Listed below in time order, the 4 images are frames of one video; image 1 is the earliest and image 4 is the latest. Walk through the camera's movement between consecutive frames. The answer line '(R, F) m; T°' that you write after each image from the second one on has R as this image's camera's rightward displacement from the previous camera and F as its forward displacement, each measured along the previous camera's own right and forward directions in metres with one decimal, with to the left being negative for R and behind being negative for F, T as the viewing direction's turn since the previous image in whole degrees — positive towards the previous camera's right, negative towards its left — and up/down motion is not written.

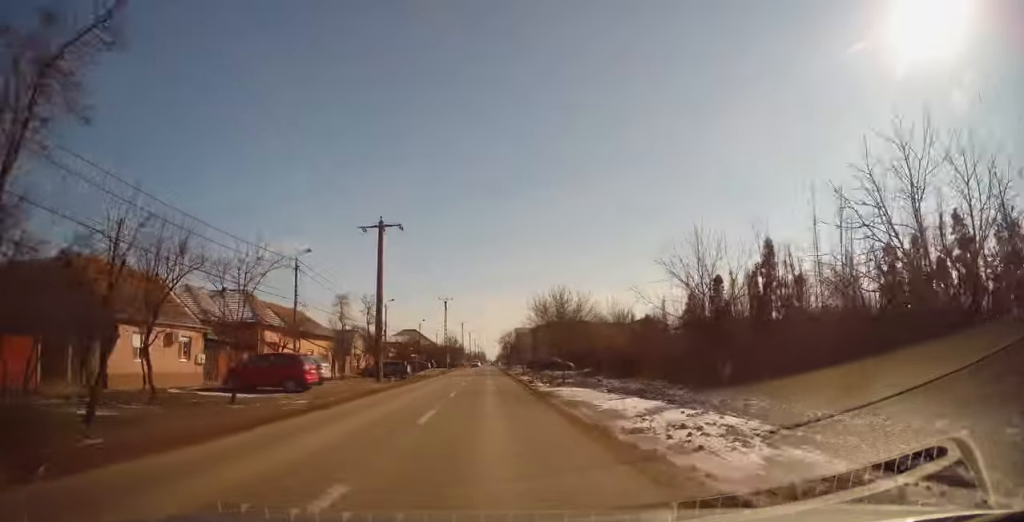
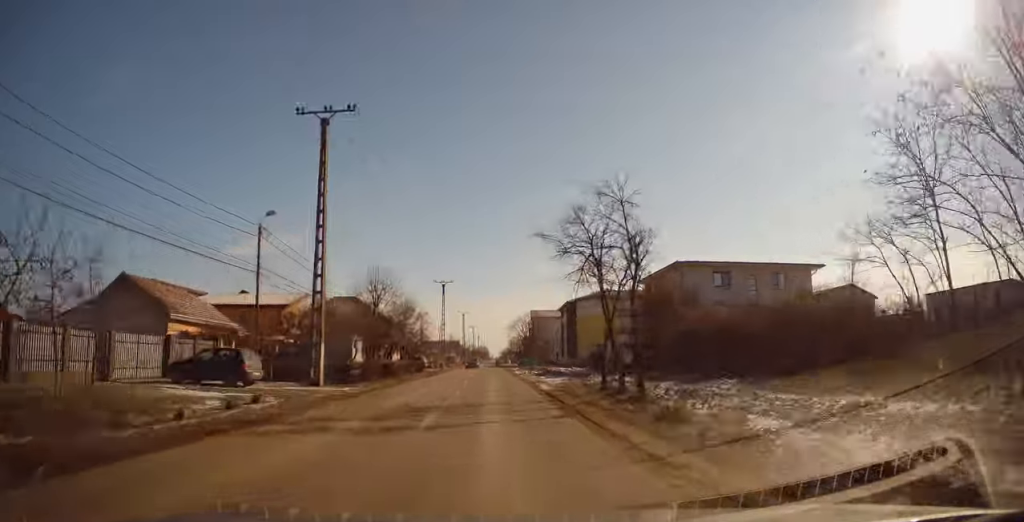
(+0.3, +71.7) m; +1°
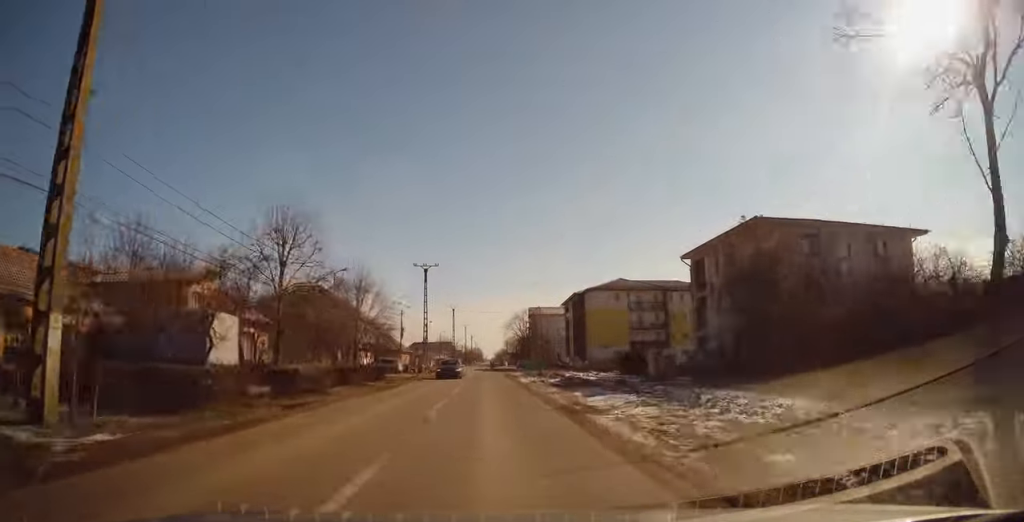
(0.0, +15.0) m; 0°
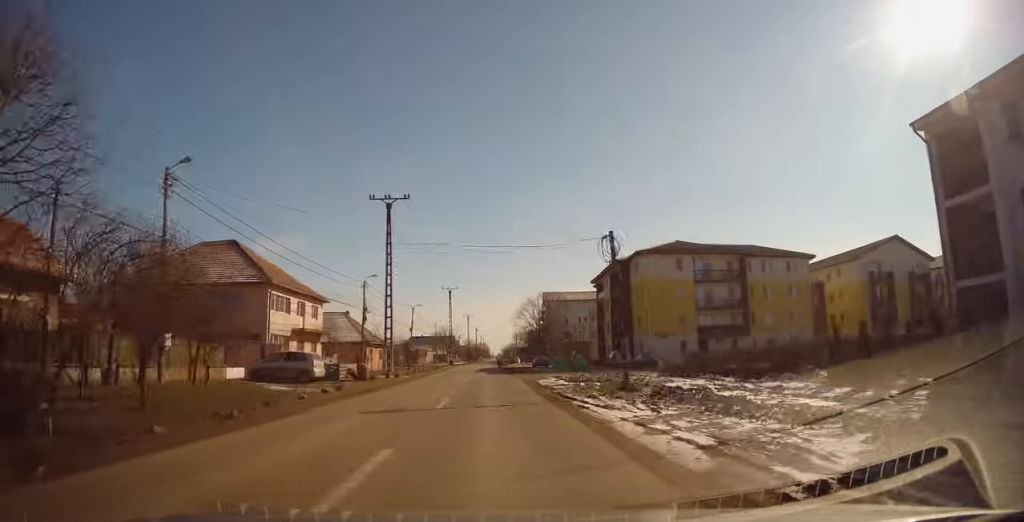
(-0.1, +25.3) m; -1°
